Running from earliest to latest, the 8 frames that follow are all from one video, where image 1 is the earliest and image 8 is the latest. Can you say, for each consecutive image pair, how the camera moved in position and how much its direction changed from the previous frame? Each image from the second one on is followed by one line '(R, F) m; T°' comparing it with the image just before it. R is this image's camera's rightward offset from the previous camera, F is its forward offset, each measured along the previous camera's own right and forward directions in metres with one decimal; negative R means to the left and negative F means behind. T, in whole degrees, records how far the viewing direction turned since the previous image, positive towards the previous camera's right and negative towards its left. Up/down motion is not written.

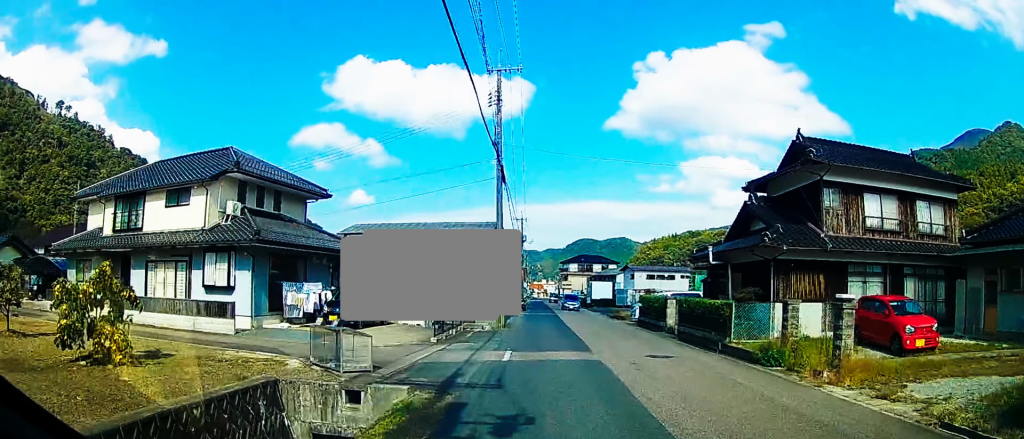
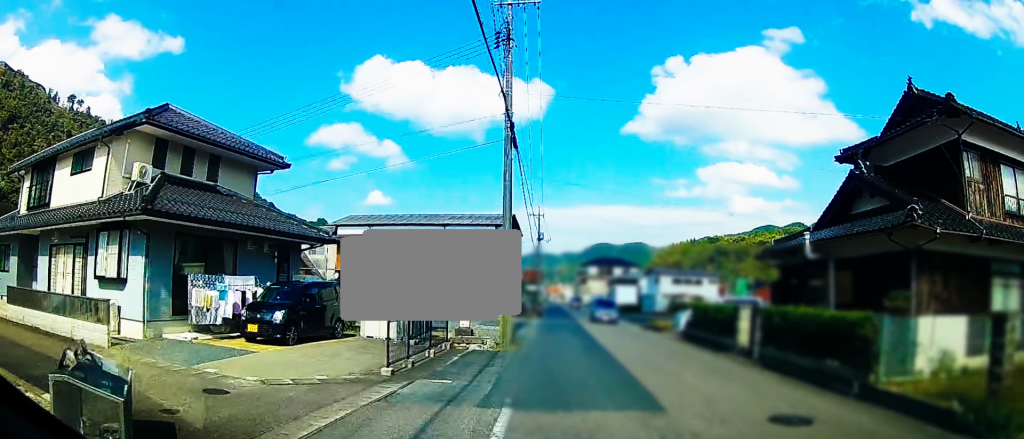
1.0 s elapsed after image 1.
(+0.4, +7.8) m; +1°
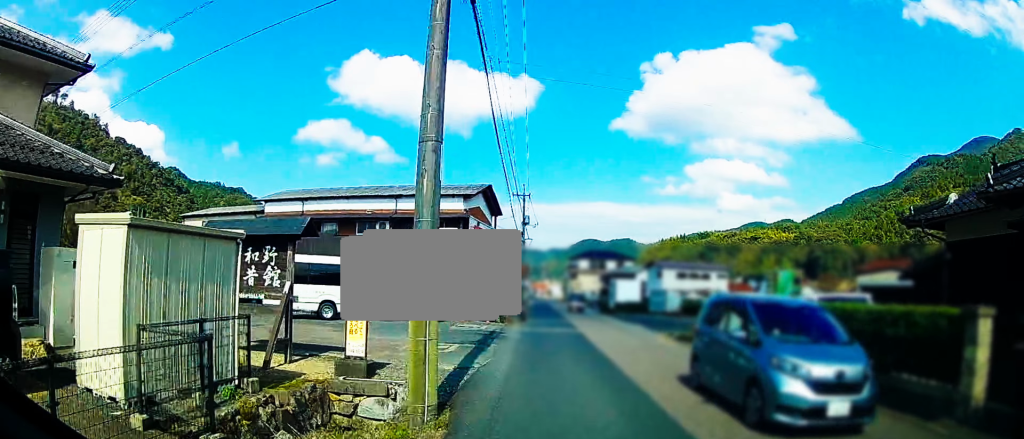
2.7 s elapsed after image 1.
(-0.3, +11.4) m; -1°
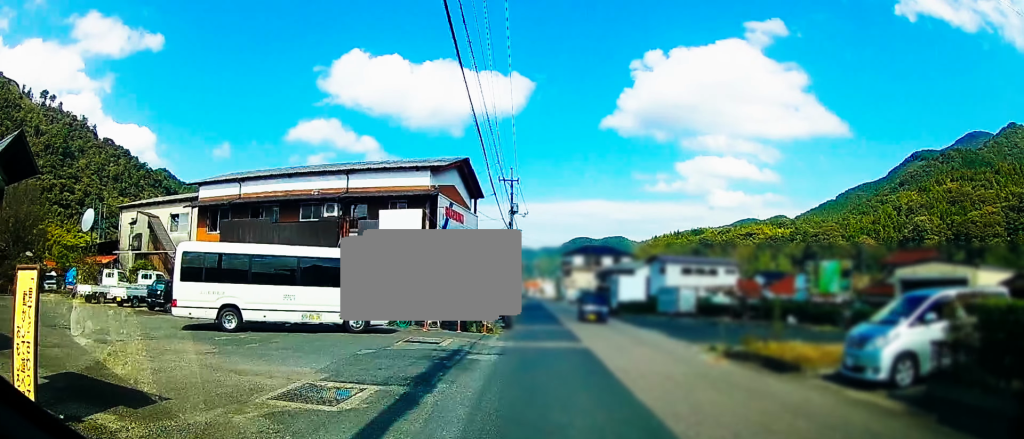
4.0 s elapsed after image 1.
(0.0, +8.3) m; 0°
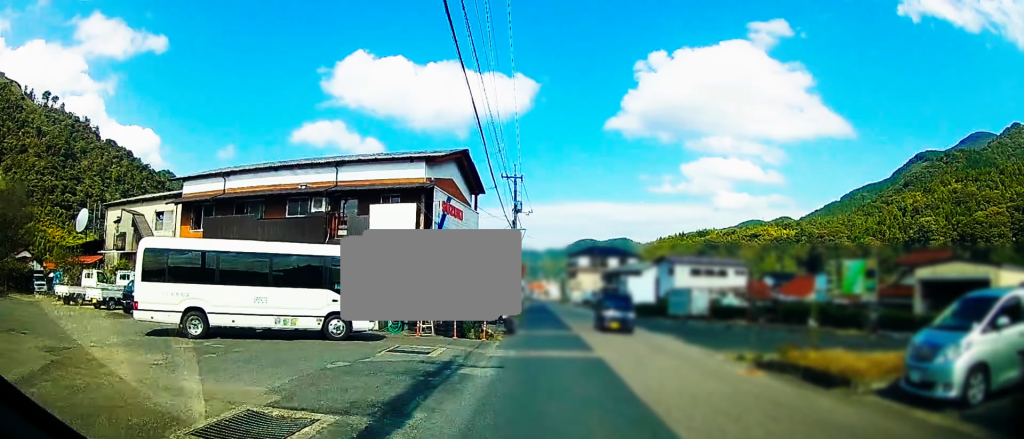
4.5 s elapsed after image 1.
(0.0, +2.5) m; 0°
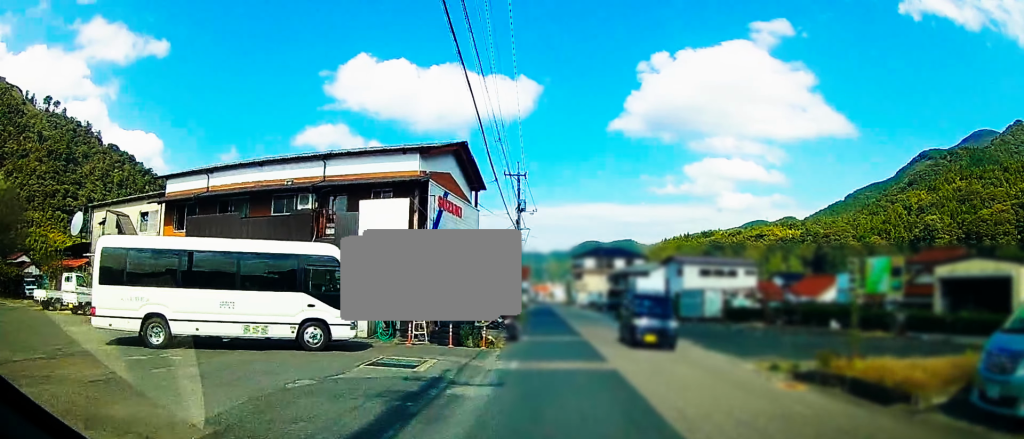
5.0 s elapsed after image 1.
(0.0, +2.5) m; 0°
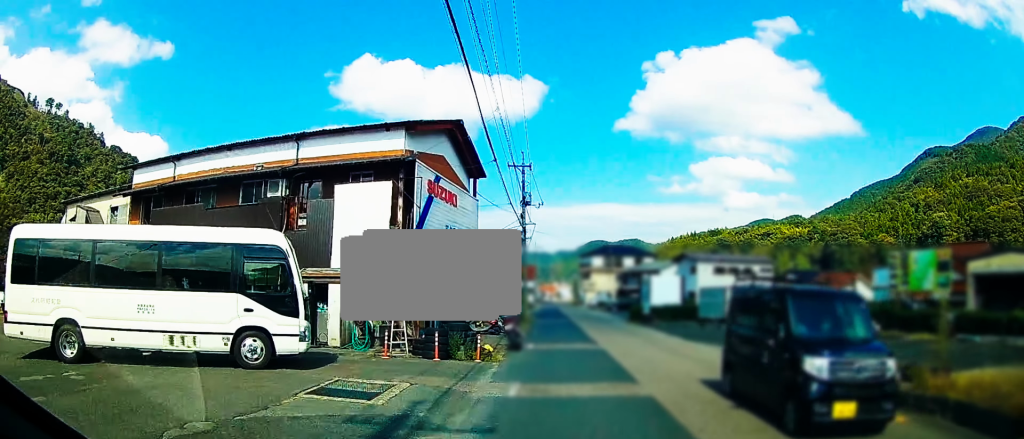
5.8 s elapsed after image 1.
(0.0, +3.6) m; 0°
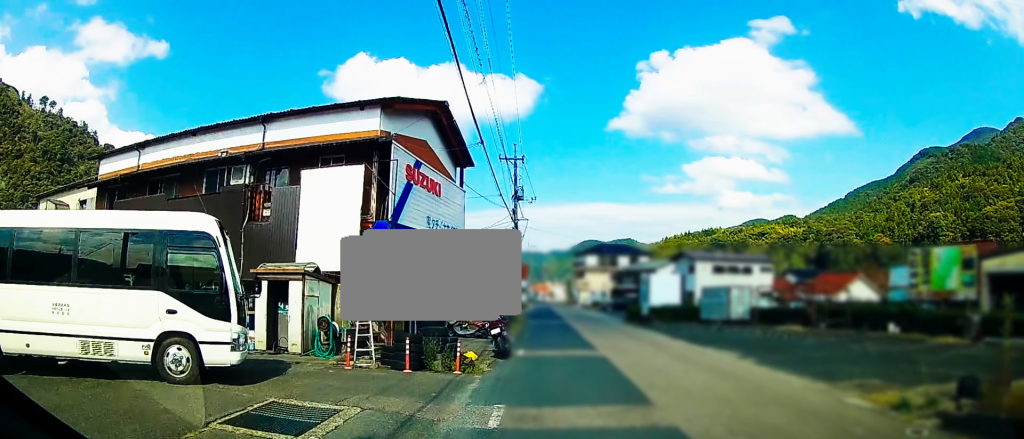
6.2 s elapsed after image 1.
(0.0, +1.9) m; 0°
